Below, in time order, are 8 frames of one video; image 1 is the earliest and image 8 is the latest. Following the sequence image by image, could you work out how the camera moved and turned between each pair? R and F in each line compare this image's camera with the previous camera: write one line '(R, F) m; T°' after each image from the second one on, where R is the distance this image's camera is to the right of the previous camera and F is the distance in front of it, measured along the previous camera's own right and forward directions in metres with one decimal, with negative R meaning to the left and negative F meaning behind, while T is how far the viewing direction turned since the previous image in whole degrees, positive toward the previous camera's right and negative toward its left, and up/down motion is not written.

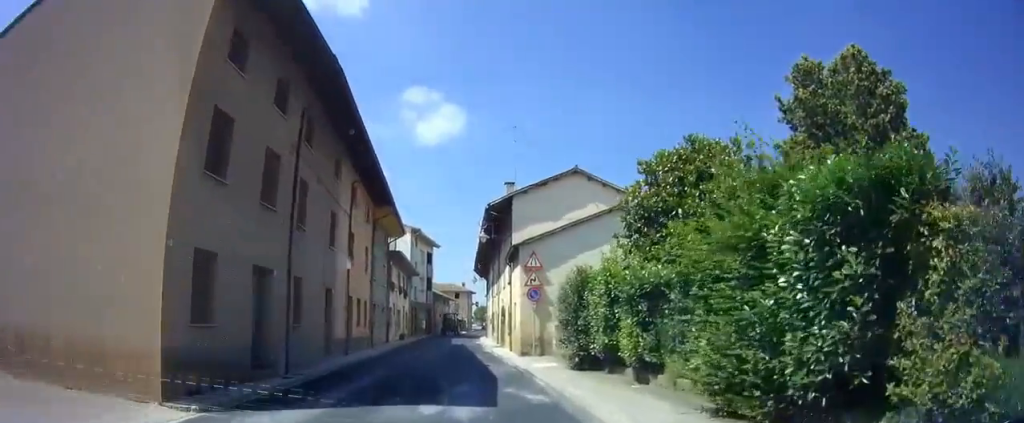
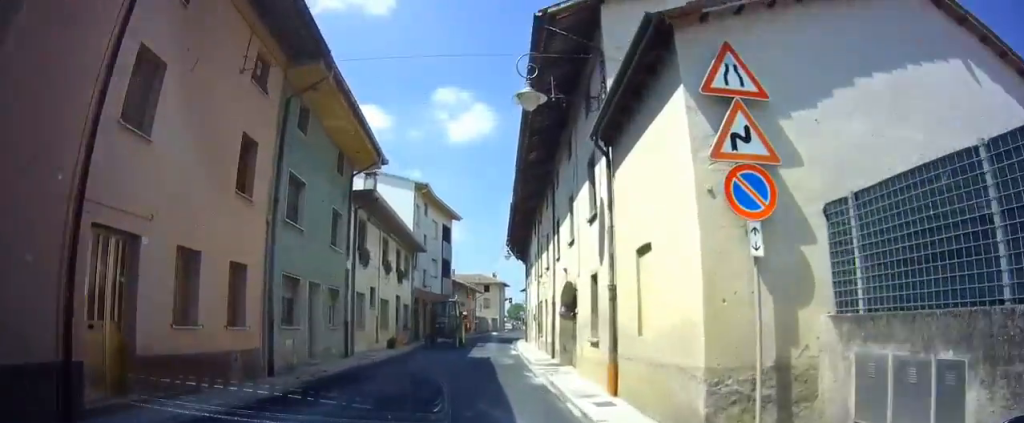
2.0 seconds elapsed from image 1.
(-0.5, +13.2) m; -7°
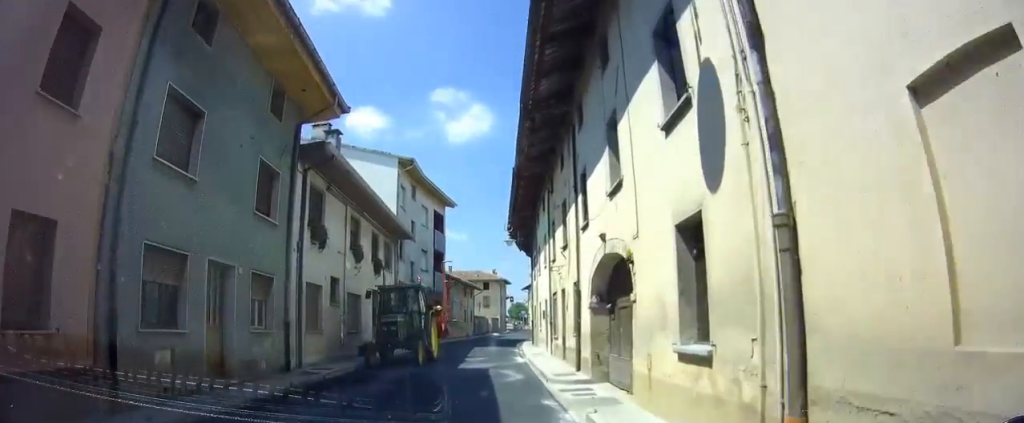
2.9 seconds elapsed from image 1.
(-0.2, +4.7) m; -4°
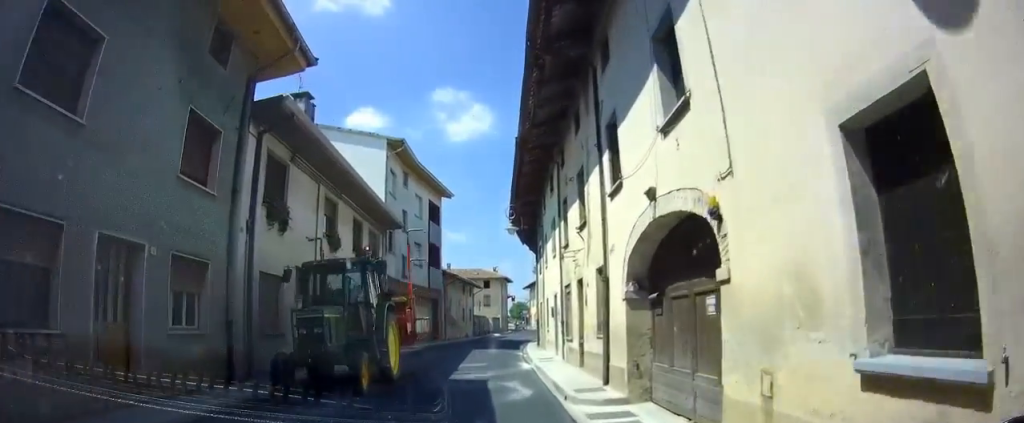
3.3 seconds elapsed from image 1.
(0.0, +2.3) m; -2°
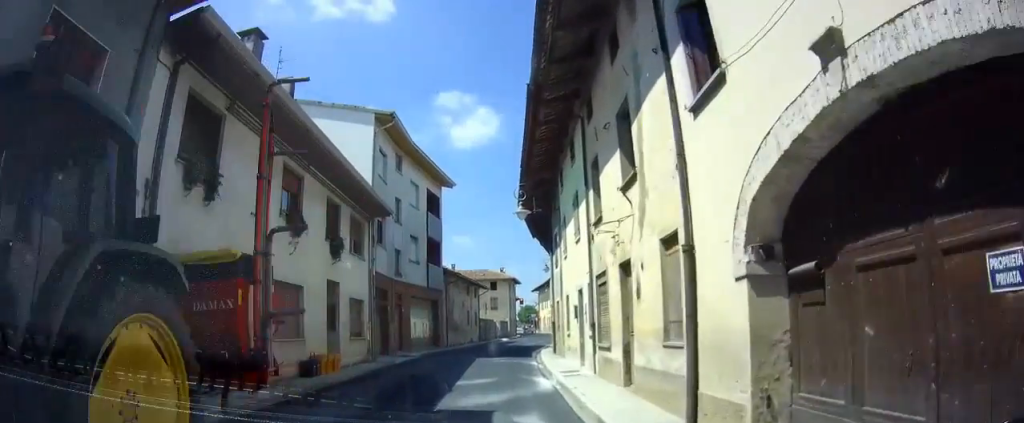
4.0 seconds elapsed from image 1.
(-0.1, +3.4) m; 0°
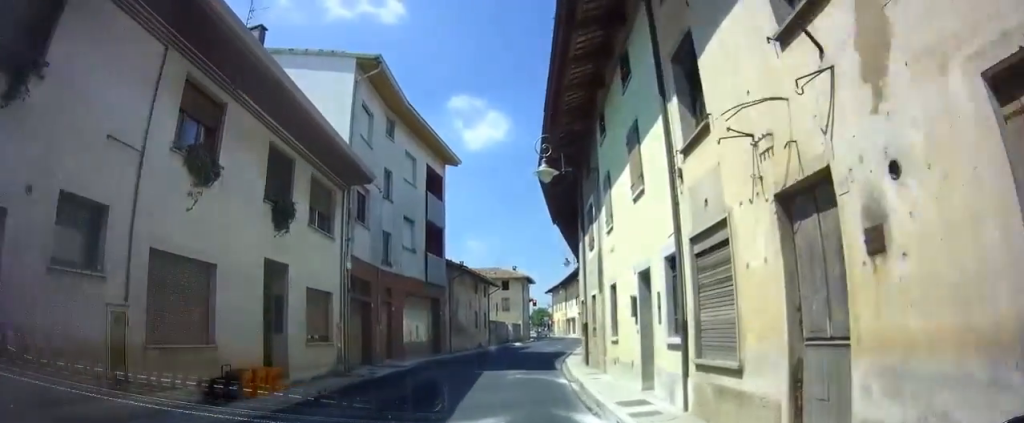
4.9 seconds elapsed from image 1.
(-0.1, +4.2) m; +6°
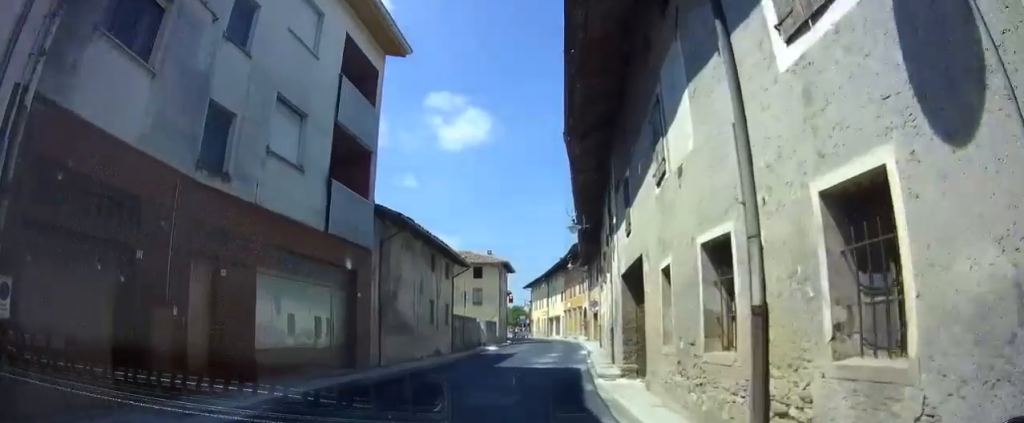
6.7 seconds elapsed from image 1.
(+2.0, +8.4) m; +16°
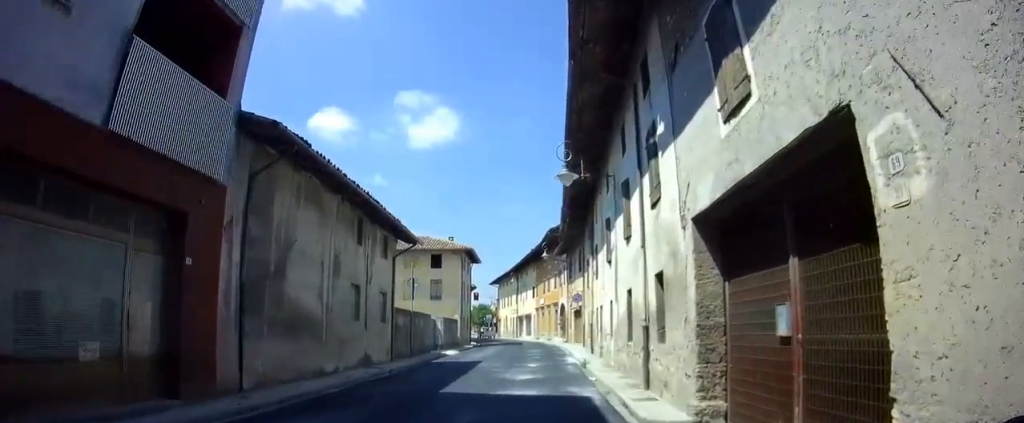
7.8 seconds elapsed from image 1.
(-0.6, +6.0) m; -6°
